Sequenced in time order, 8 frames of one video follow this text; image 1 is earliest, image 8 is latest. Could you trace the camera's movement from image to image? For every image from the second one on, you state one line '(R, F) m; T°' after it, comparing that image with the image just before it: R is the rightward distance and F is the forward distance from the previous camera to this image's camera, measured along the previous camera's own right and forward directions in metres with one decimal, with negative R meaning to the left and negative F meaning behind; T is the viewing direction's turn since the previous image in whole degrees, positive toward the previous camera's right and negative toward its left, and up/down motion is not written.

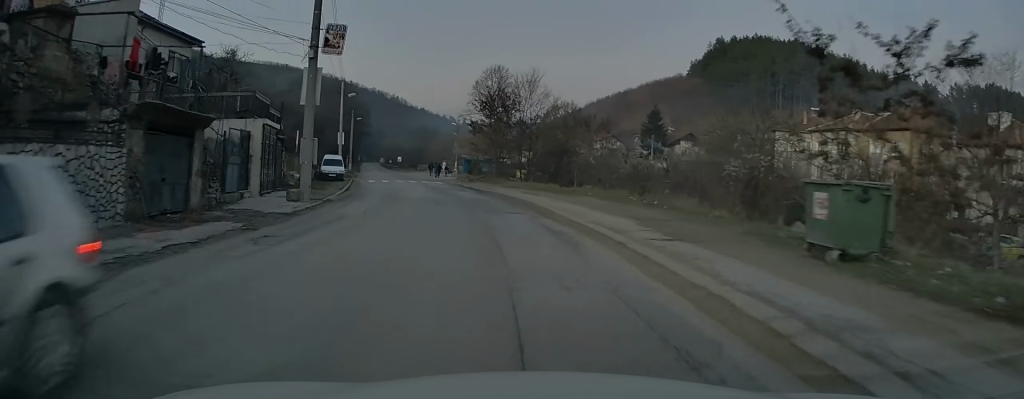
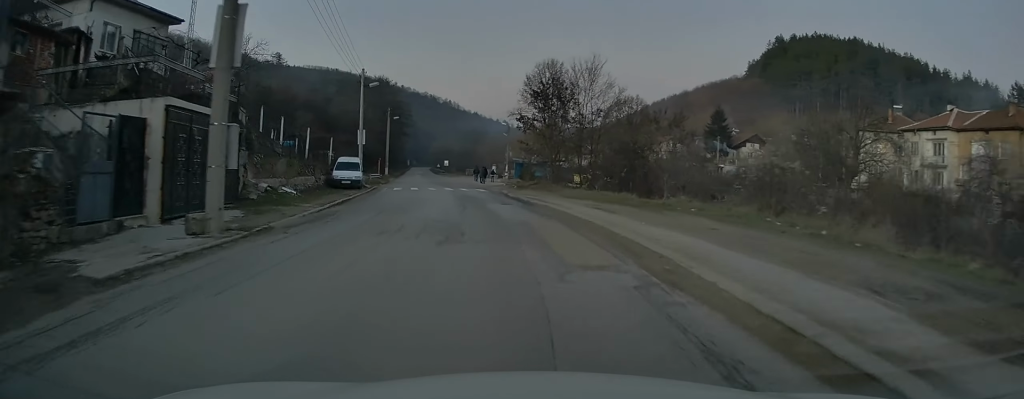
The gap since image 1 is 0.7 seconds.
(-0.4, +9.8) m; -4°
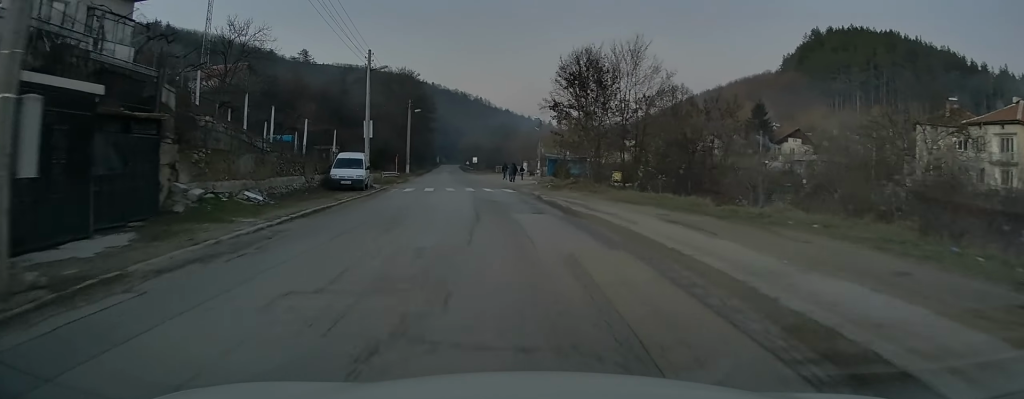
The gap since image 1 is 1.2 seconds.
(0.0, +6.5) m; -3°
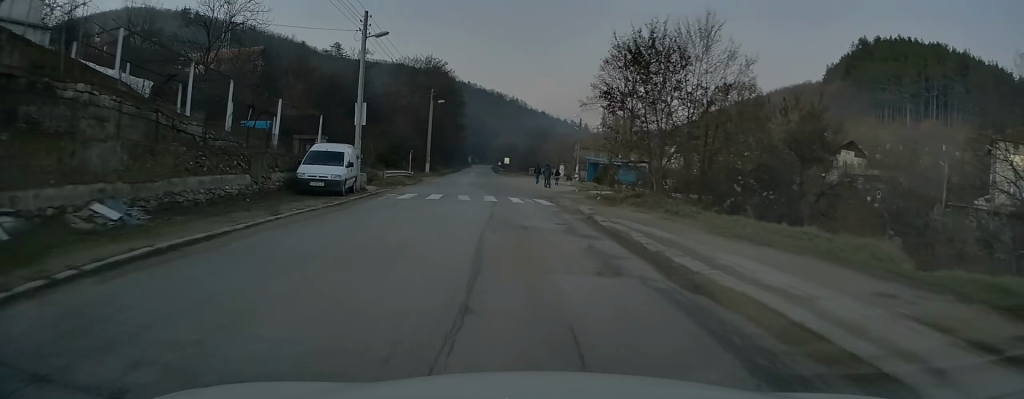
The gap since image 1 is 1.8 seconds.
(-0.4, +9.2) m; -3°
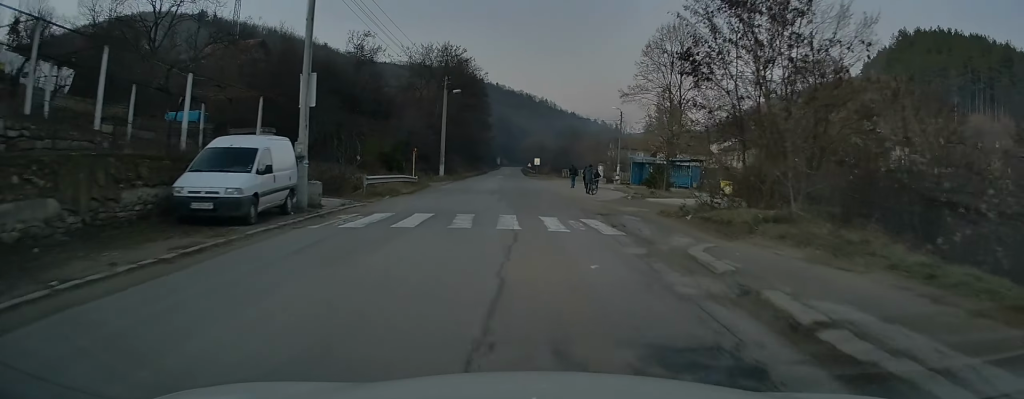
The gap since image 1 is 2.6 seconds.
(-0.3, +10.5) m; -2°
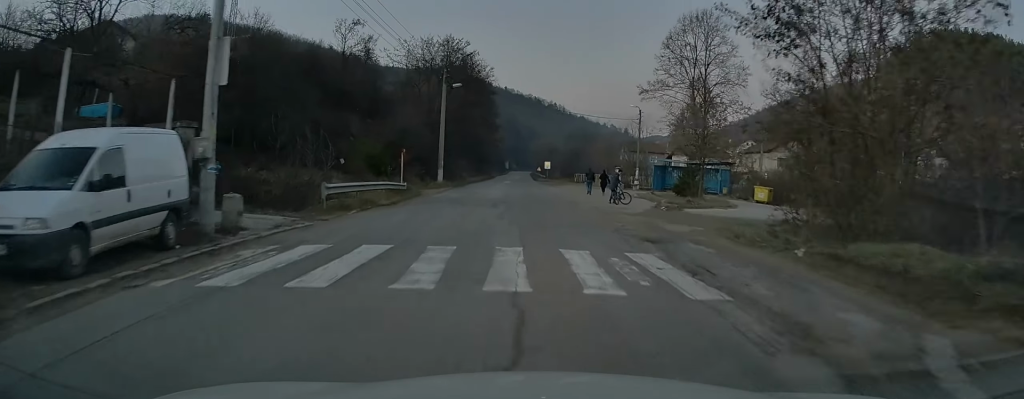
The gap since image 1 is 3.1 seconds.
(-0.1, +6.3) m; 0°
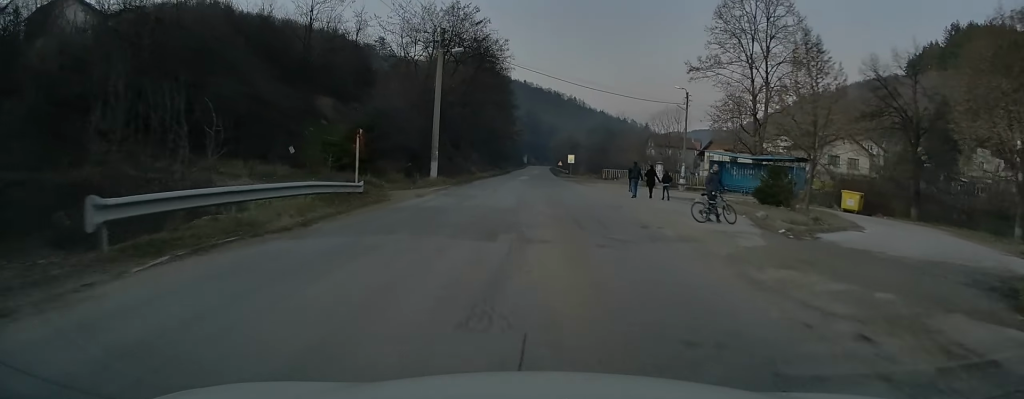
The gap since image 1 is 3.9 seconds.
(+0.1, +11.6) m; 0°
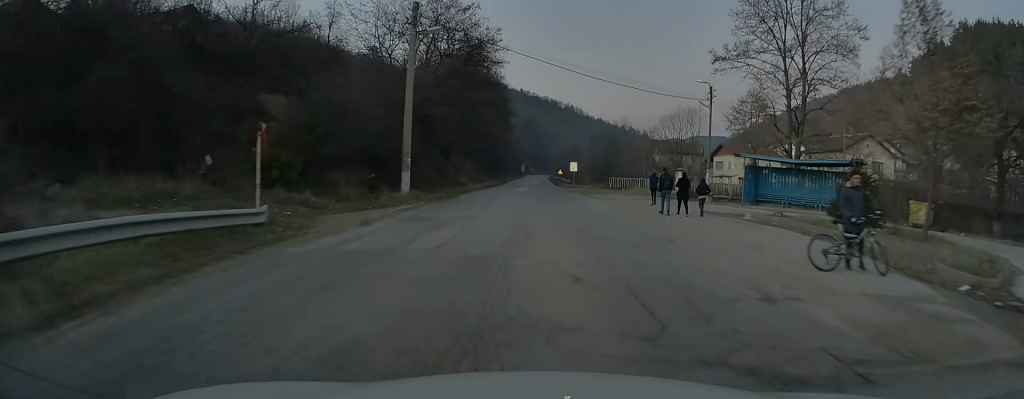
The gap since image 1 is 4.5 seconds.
(0.0, +7.6) m; 0°
